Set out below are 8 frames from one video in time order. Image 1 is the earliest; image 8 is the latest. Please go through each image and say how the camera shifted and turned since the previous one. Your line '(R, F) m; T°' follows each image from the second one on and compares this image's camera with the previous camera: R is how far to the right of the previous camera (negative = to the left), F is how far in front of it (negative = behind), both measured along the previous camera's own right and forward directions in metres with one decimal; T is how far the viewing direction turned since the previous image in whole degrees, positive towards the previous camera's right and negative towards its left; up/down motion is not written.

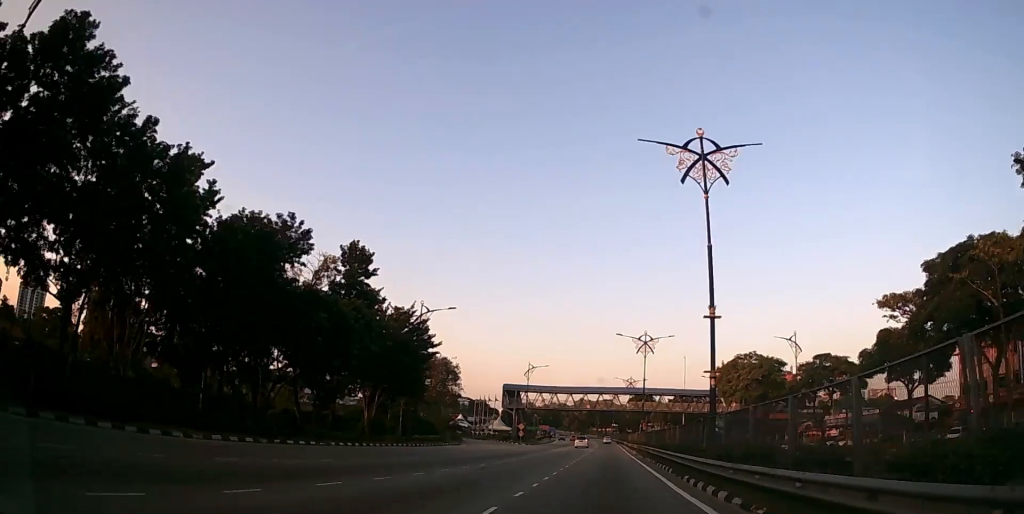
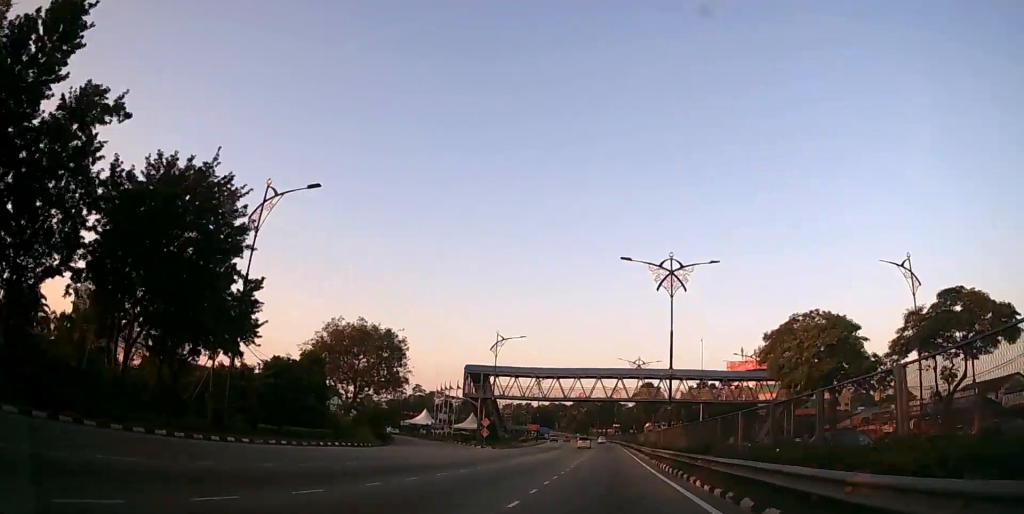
(0.0, +26.2) m; 0°
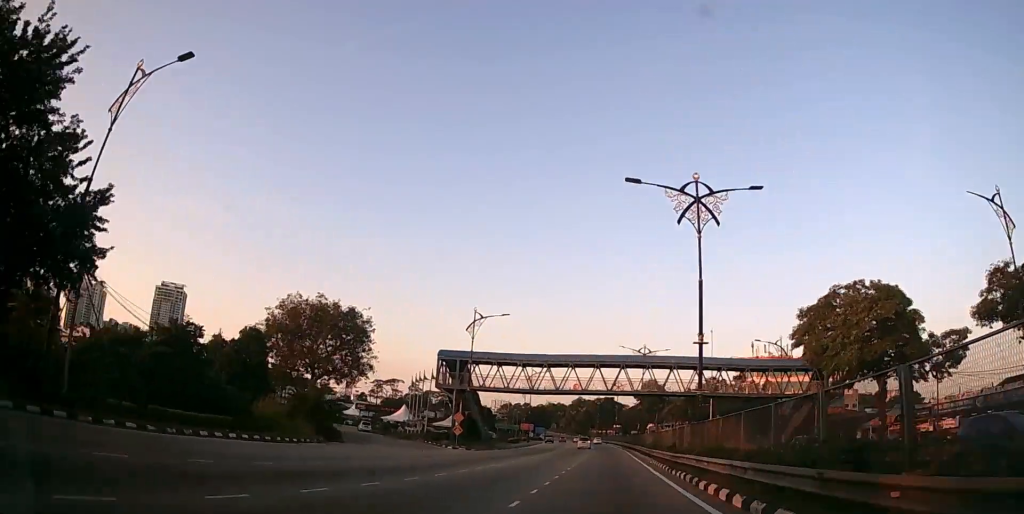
(0.0, +11.6) m; 0°
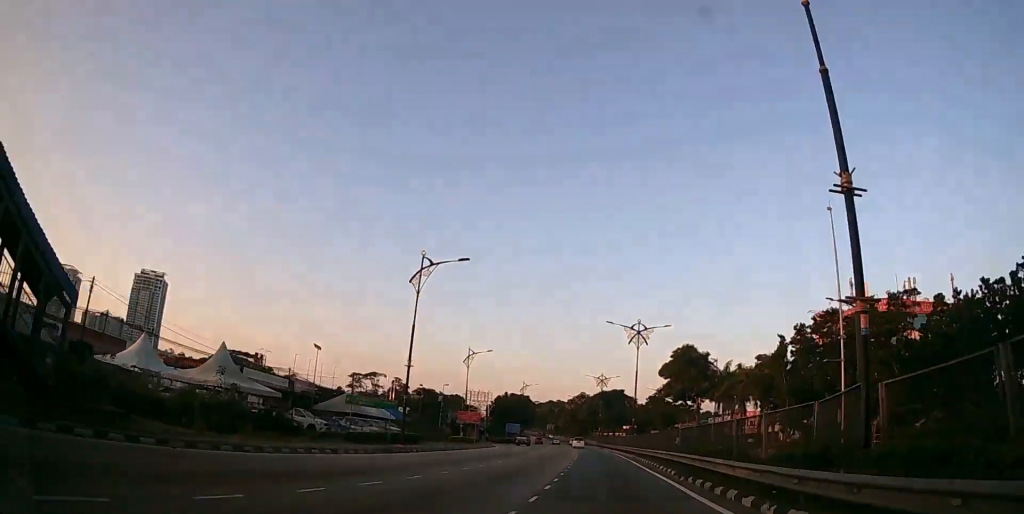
(+0.2, +58.2) m; 0°
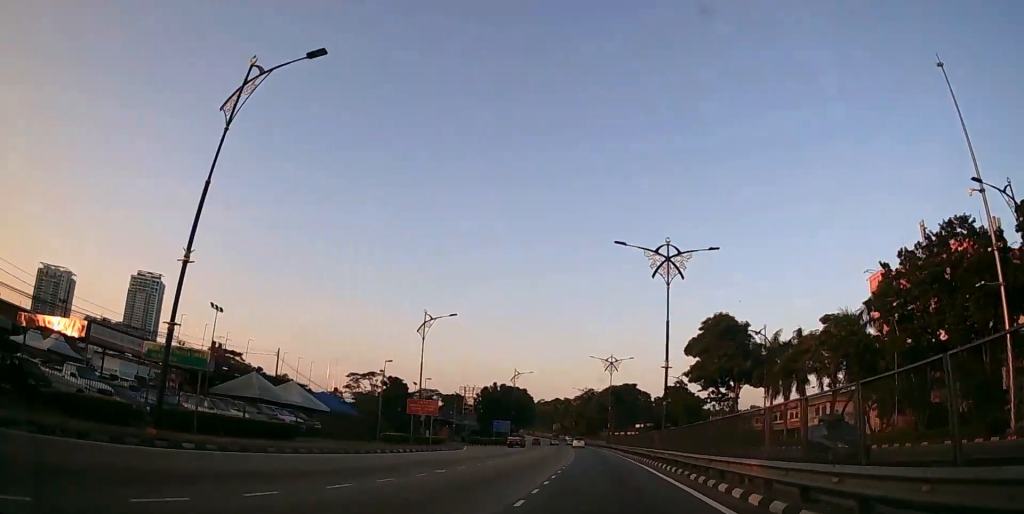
(0.0, +22.1) m; -1°
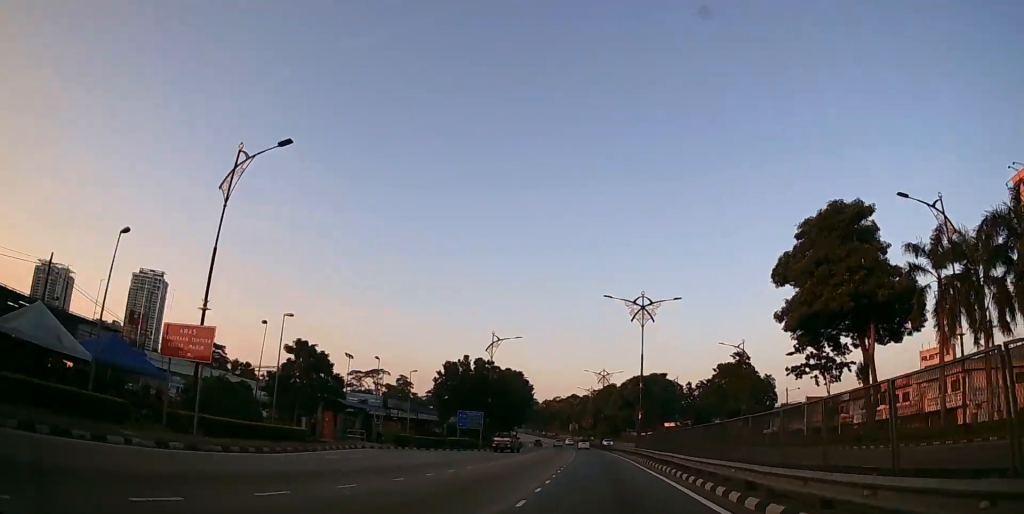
(-0.4, +32.7) m; -2°
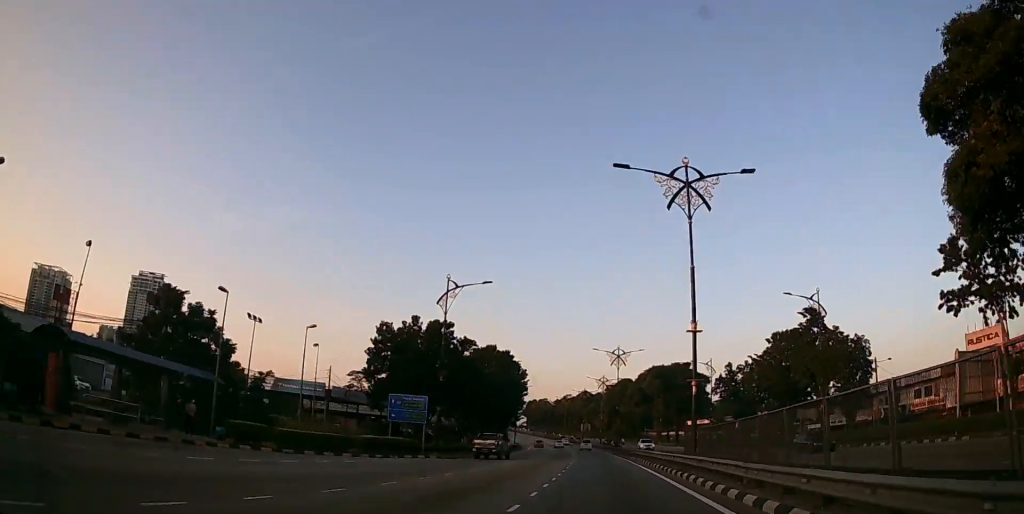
(-0.4, +22.8) m; -2°
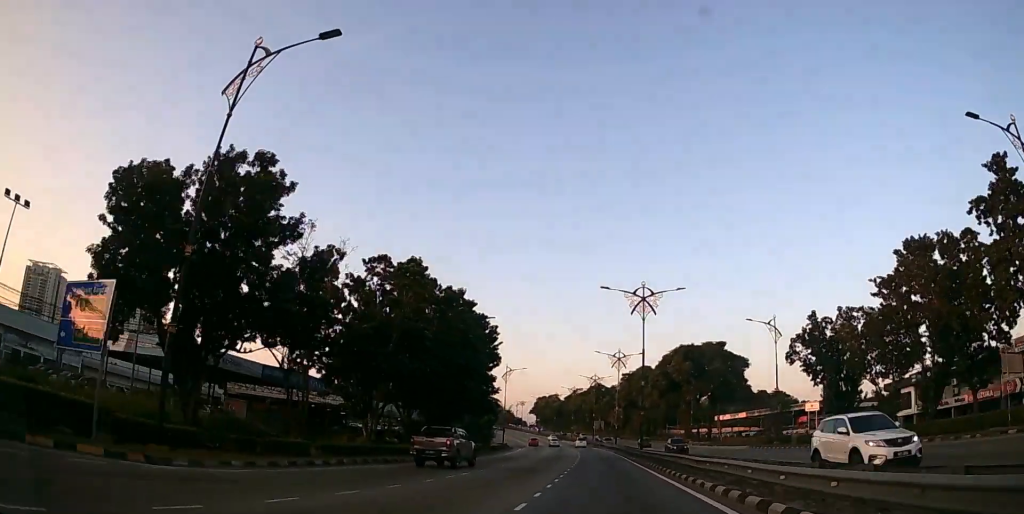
(-0.4, +27.1) m; -2°
